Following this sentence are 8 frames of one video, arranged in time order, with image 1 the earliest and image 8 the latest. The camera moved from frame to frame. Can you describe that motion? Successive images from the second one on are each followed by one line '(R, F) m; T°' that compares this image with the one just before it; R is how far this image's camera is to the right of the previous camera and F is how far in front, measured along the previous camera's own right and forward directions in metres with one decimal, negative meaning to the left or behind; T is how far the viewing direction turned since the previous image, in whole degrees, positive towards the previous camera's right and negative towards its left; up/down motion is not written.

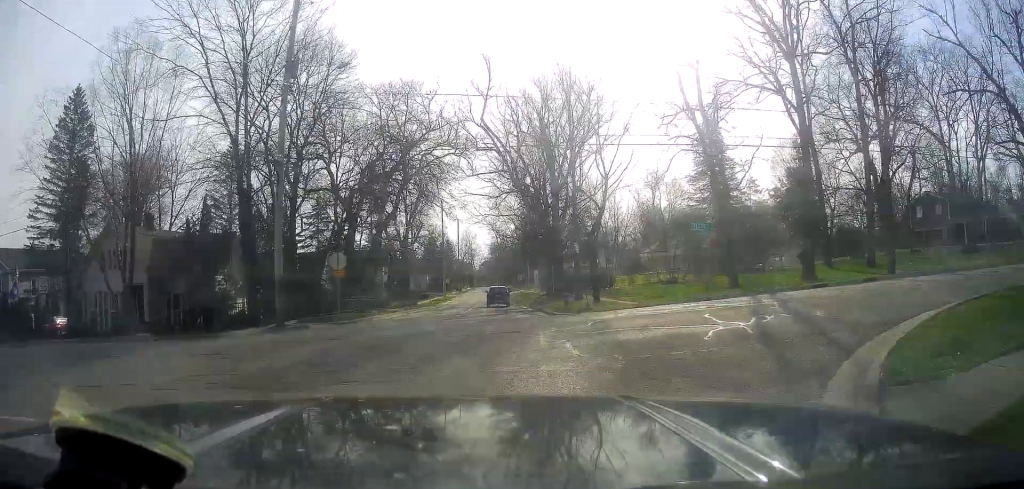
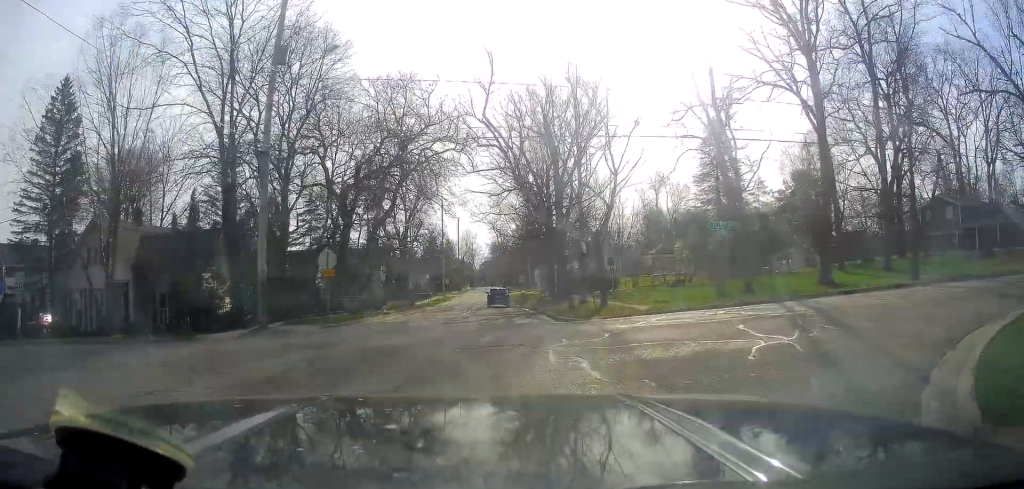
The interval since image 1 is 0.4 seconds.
(0.0, +2.0) m; 0°
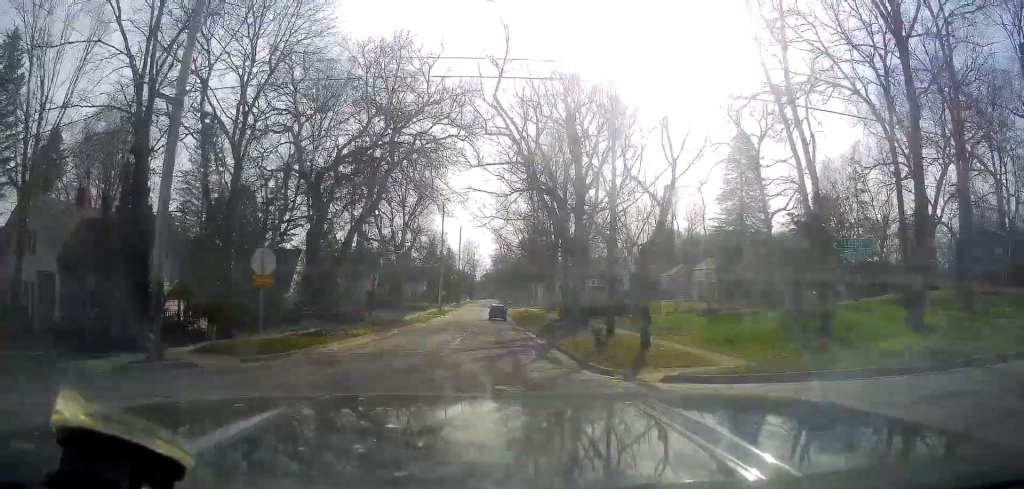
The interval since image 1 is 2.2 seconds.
(0.0, +8.2) m; -1°
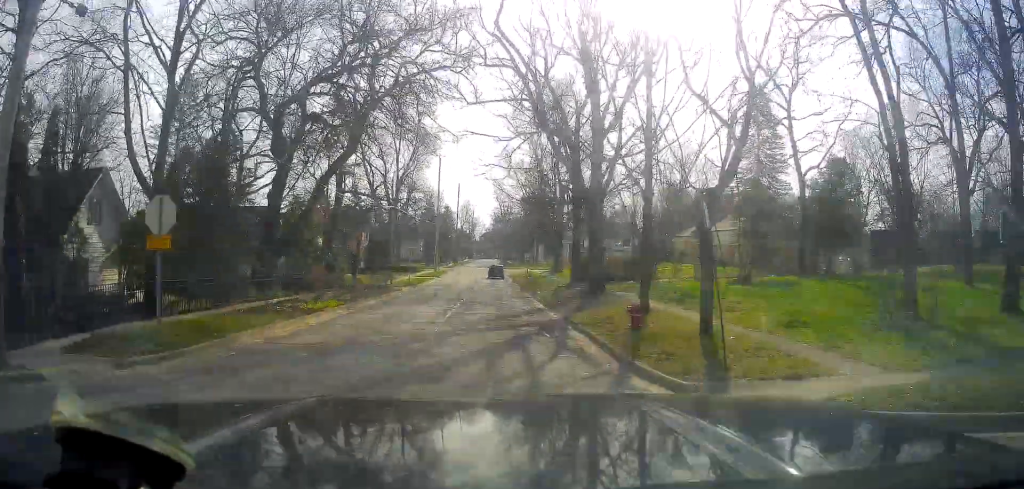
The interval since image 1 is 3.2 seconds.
(-0.1, +5.2) m; -4°
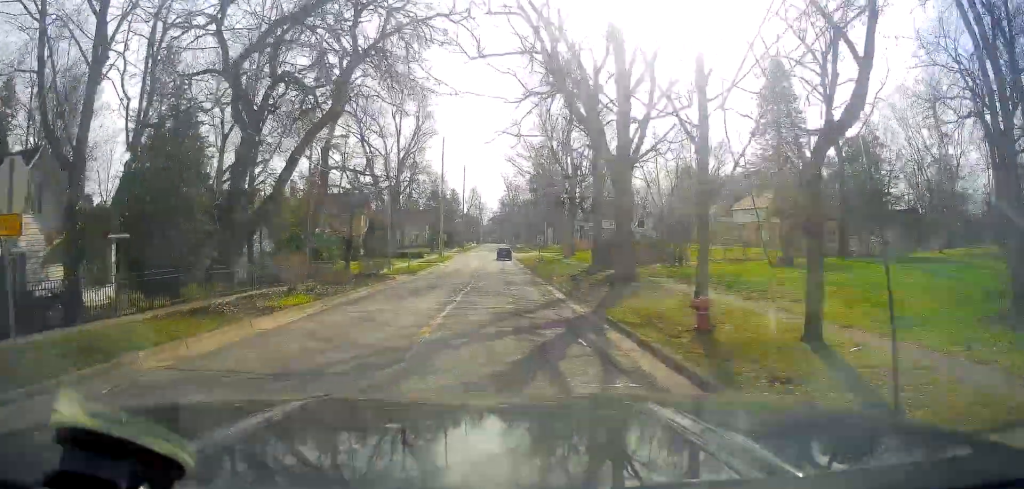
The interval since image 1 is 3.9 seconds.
(-0.3, +4.4) m; +1°
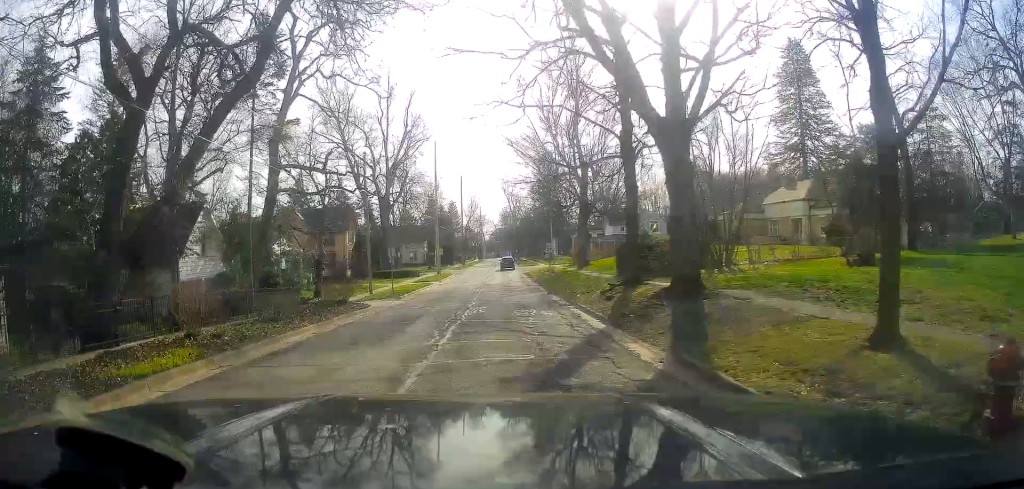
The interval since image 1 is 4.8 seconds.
(+0.3, +7.2) m; +3°
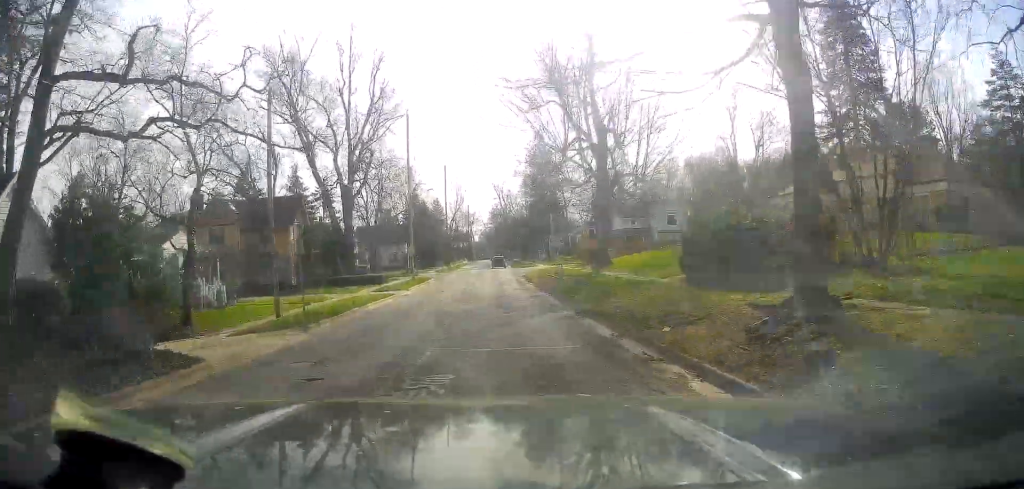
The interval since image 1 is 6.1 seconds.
(+0.3, +13.8) m; +1°
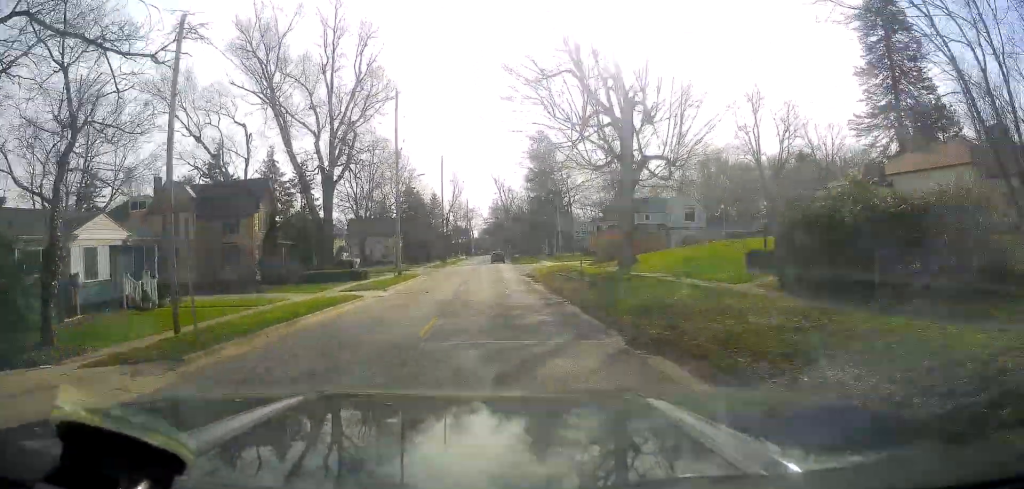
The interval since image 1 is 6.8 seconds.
(0.0, +7.6) m; 0°
